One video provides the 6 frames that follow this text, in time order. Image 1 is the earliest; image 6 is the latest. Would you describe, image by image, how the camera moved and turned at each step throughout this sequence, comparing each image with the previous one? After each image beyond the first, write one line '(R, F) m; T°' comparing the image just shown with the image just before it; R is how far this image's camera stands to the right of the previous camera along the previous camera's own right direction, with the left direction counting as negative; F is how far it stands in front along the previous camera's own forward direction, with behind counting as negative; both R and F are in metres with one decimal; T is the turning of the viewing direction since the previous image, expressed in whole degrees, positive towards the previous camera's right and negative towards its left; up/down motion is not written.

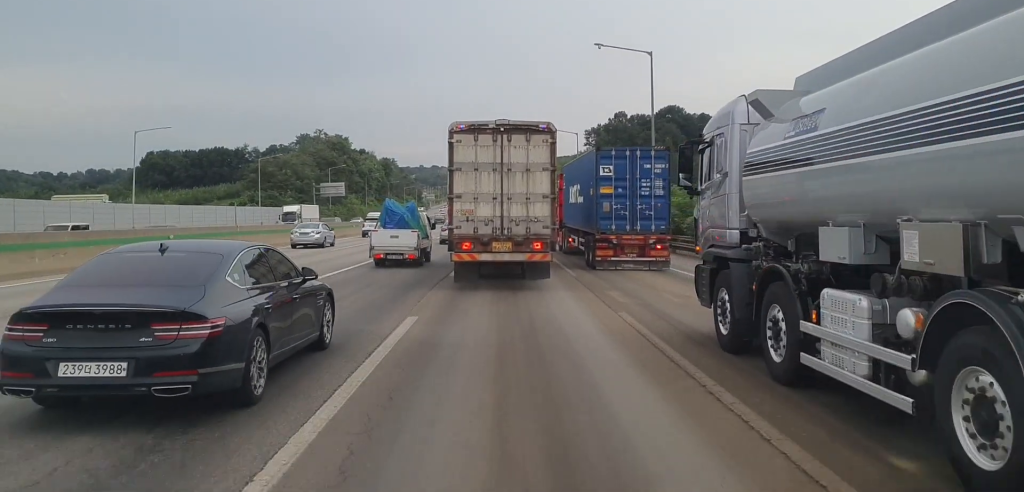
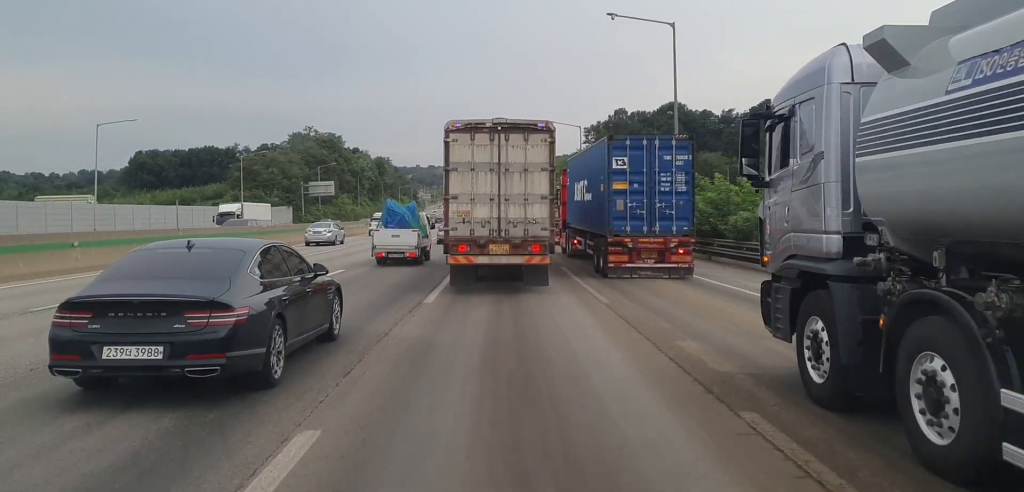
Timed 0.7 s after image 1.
(-0.2, +7.2) m; 0°
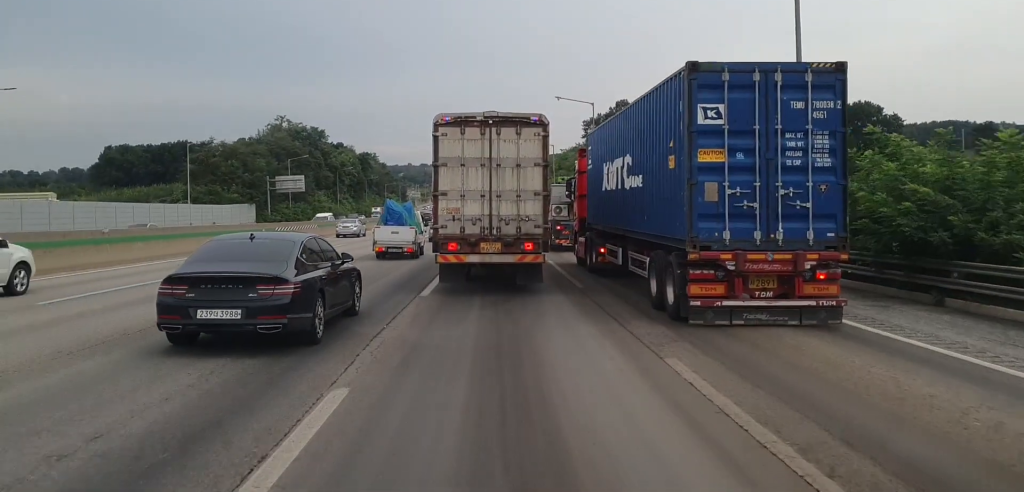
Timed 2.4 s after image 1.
(+0.5, +17.8) m; 0°
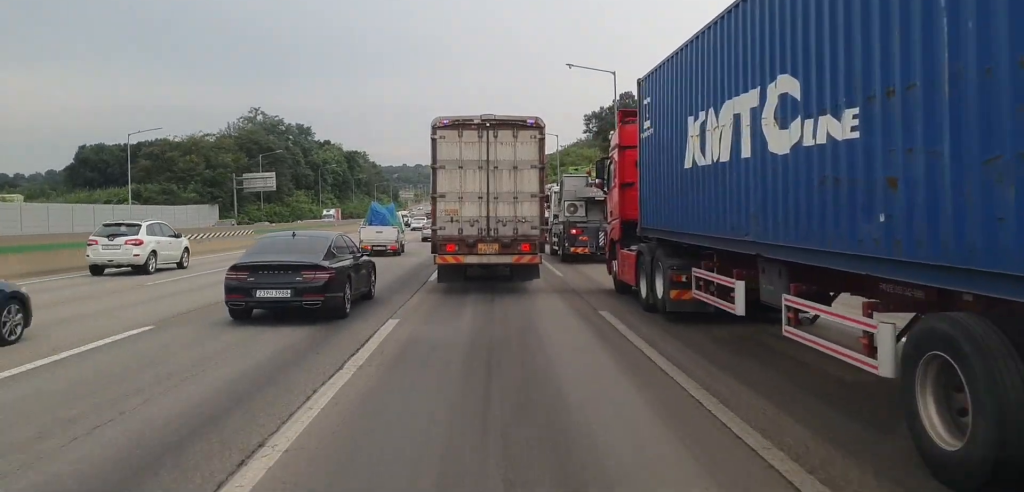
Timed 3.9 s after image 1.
(-0.4, +15.4) m; -1°
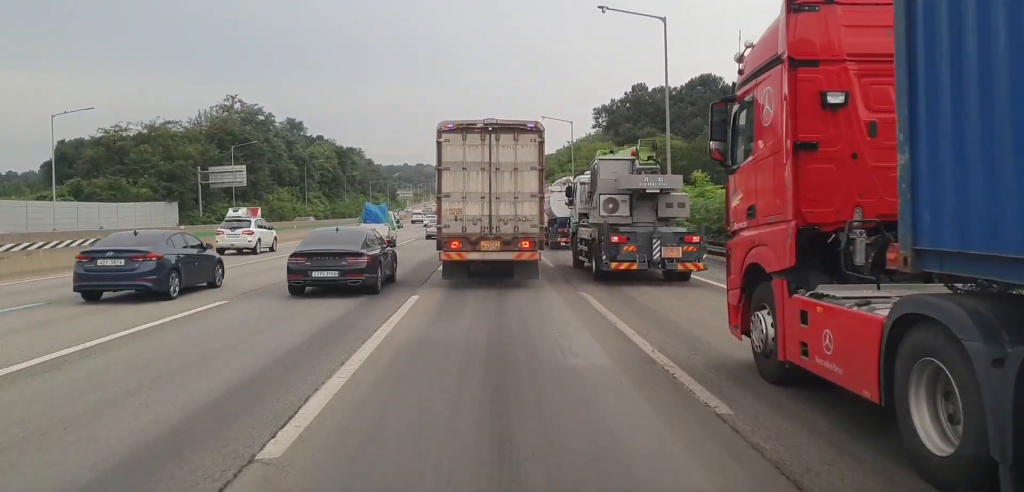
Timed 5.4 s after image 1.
(+0.6, +15.7) m; 0°
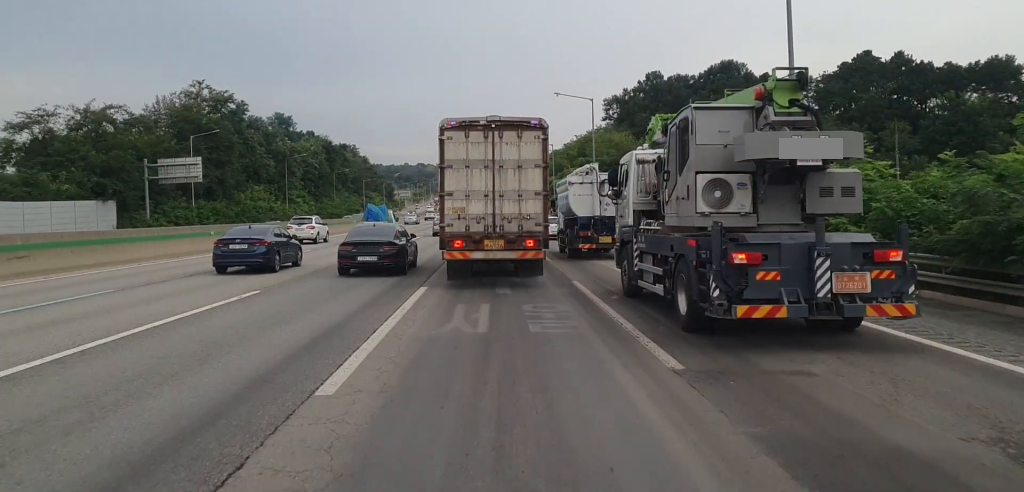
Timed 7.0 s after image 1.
(-0.3, +16.8) m; 0°
